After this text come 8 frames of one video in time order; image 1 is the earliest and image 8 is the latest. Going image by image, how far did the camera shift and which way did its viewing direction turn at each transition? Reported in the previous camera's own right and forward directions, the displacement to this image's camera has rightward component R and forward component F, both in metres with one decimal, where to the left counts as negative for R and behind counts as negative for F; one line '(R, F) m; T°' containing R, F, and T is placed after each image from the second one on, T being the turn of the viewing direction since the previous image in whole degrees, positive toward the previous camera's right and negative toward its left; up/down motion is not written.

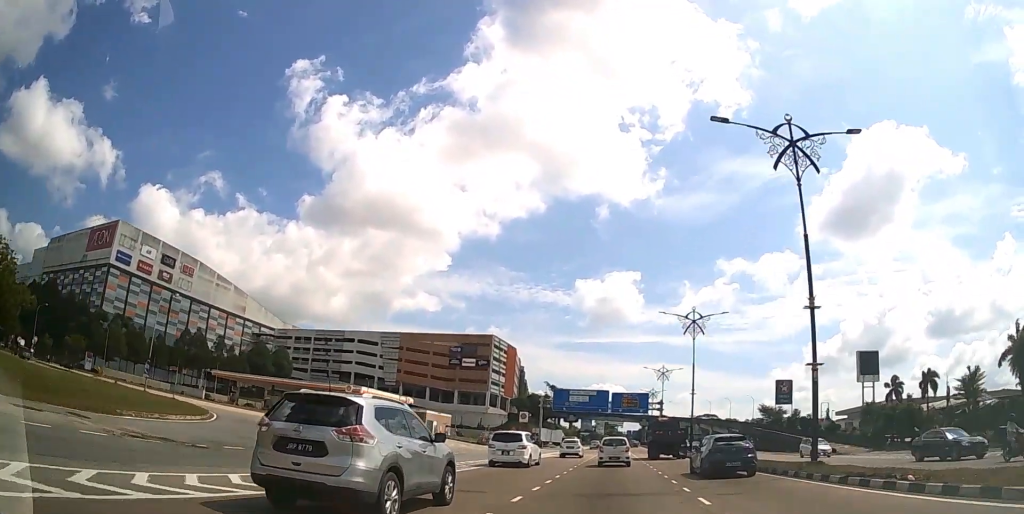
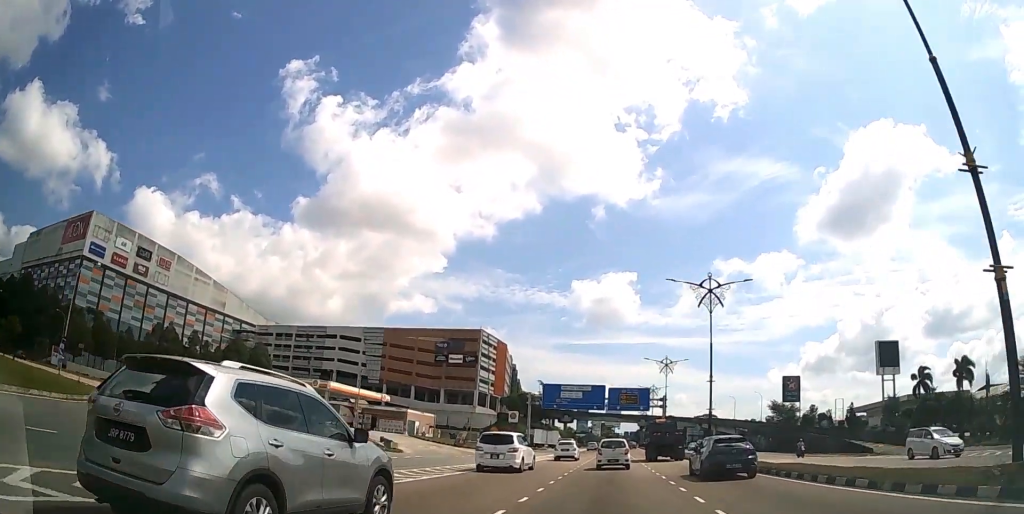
(0.0, +10.2) m; 0°
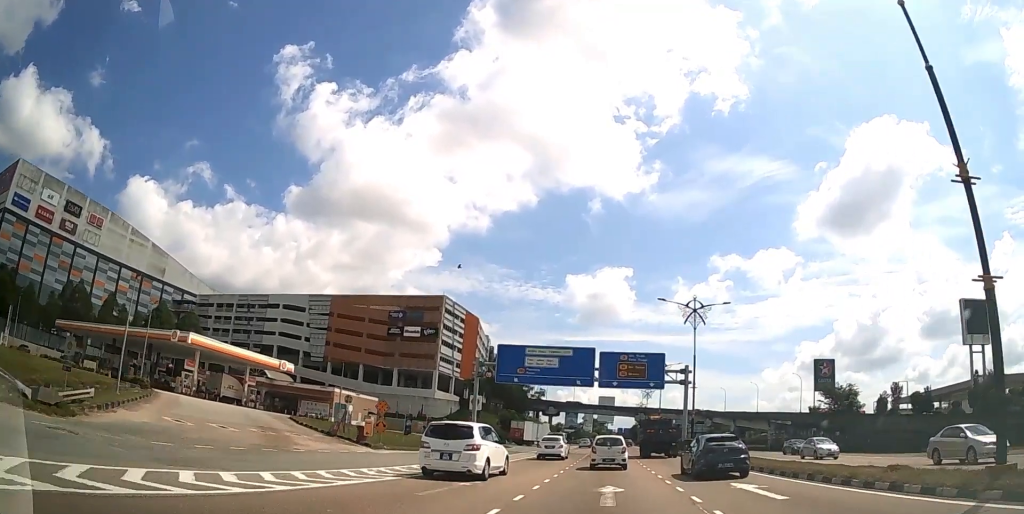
(+0.2, +29.9) m; +1°
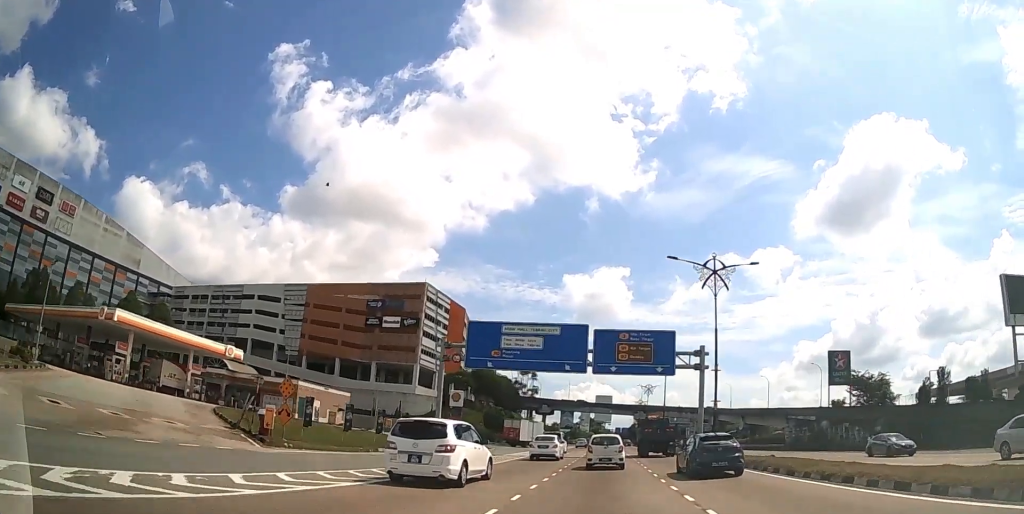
(0.0, +9.9) m; 0°
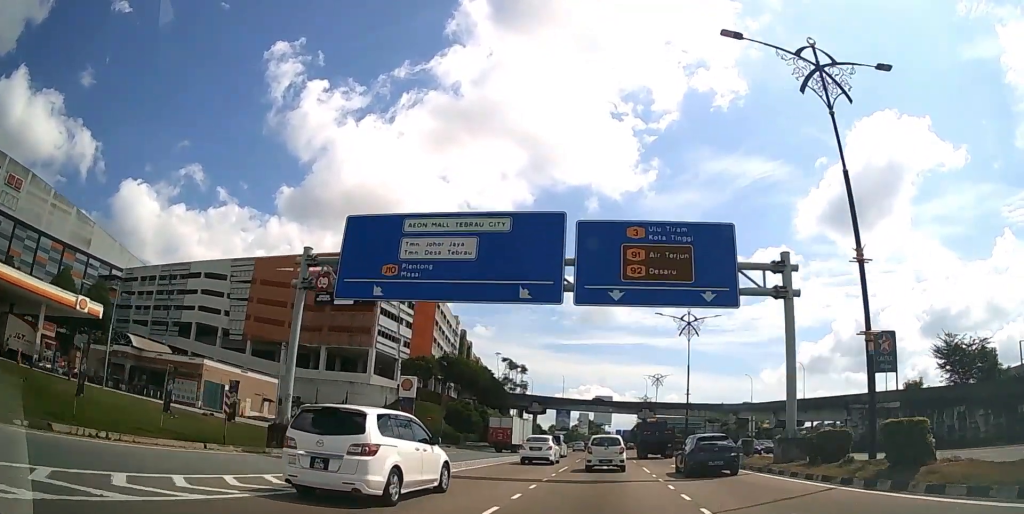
(+0.1, +20.8) m; 0°
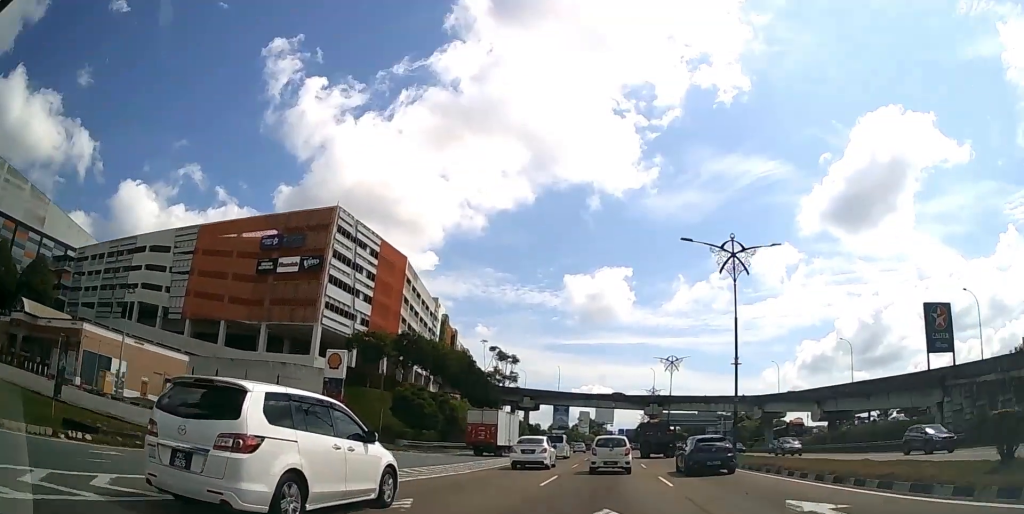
(0.0, +18.7) m; 0°
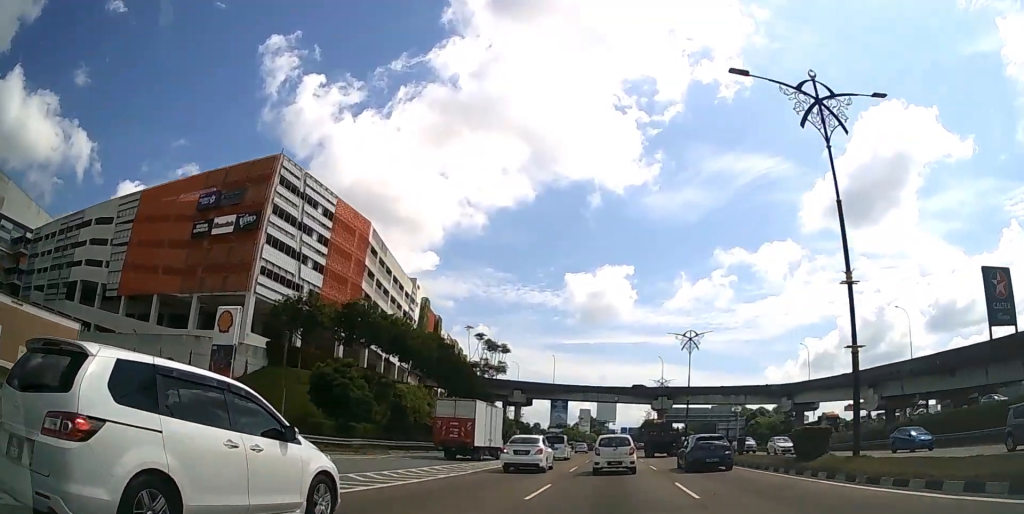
(0.0, +16.0) m; 0°
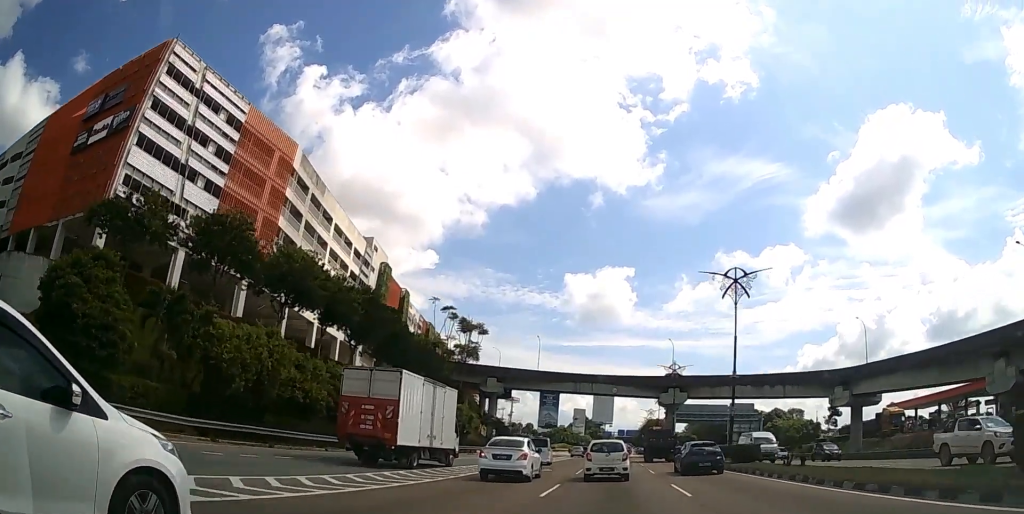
(0.0, +22.1) m; 0°
